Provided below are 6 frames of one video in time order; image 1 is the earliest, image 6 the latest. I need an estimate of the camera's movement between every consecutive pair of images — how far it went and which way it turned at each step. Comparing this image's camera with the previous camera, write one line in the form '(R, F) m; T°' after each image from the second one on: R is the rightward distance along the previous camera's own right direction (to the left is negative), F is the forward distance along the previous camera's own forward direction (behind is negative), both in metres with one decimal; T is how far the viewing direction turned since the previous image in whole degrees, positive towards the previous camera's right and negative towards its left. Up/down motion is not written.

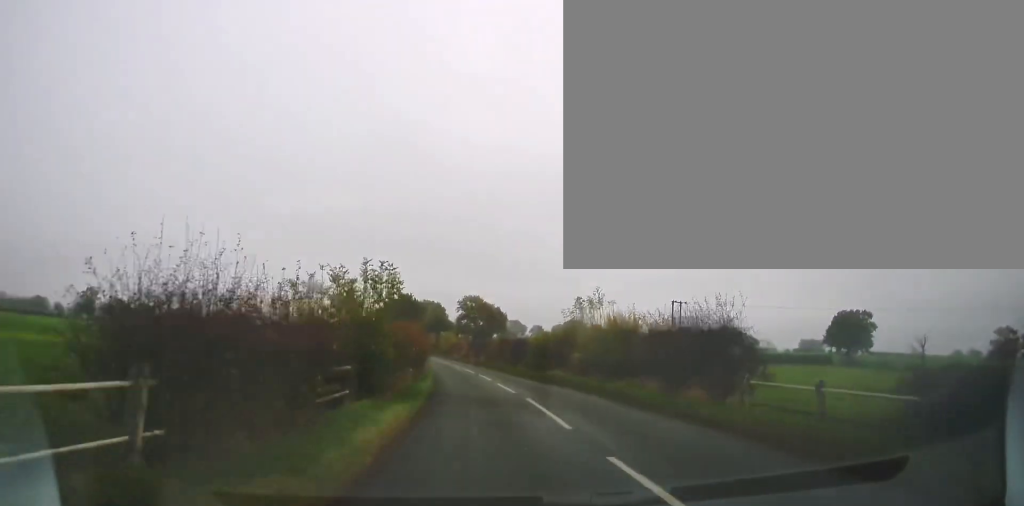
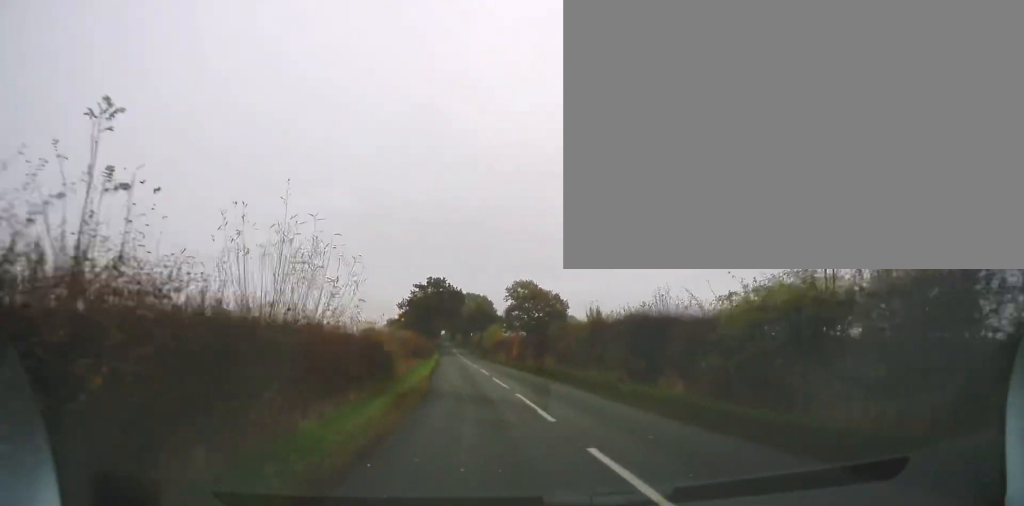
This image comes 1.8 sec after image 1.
(-0.9, +26.6) m; -6°
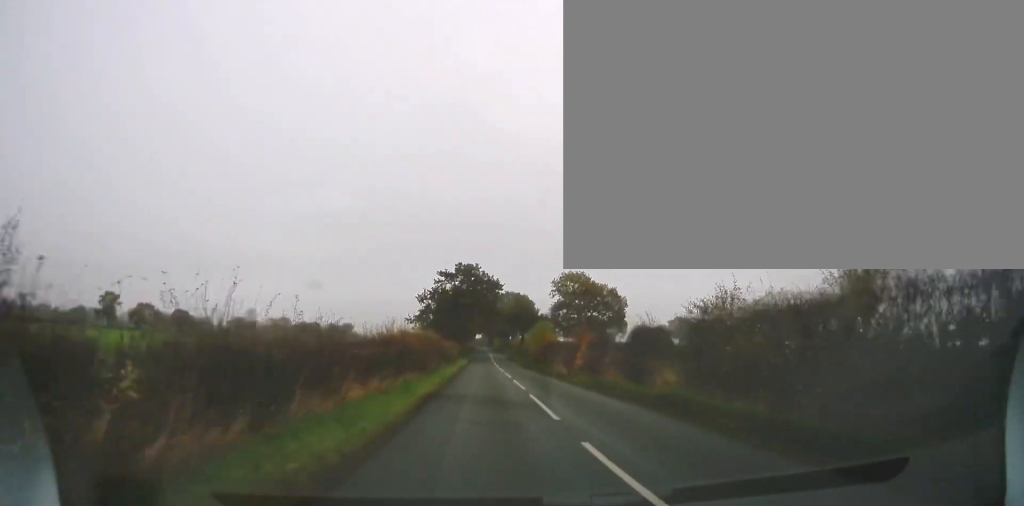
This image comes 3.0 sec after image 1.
(-0.6, +17.7) m; -4°
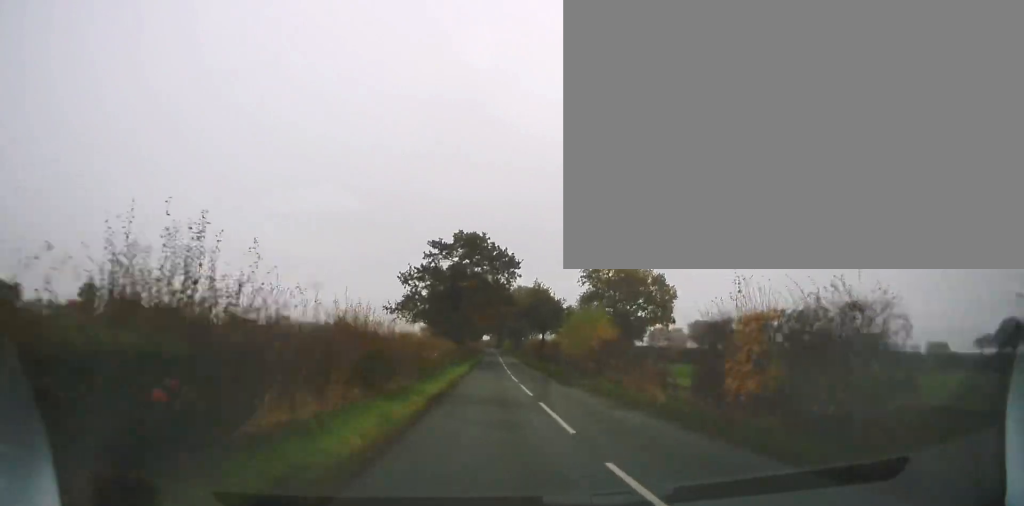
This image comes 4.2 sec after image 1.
(-0.5, +19.3) m; -1°
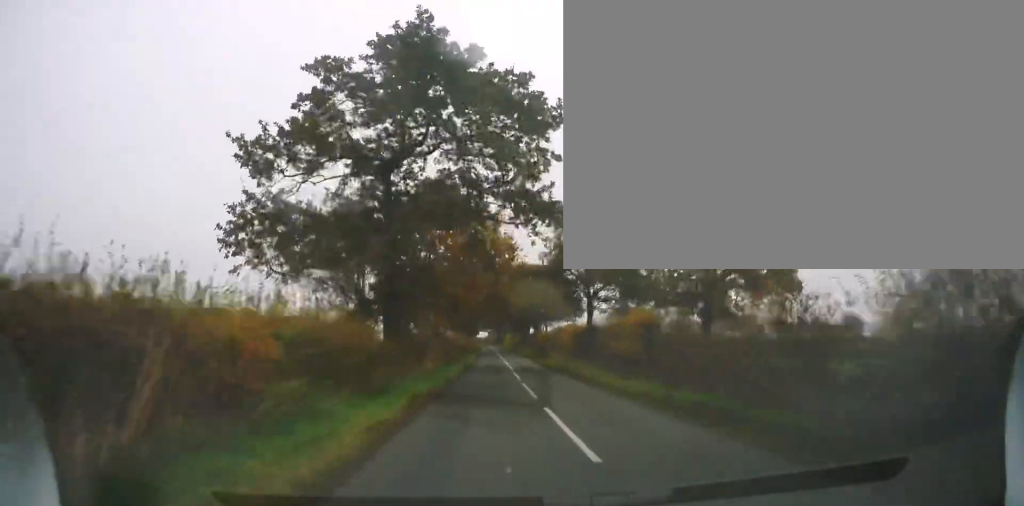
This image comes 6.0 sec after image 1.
(+0.1, +29.7) m; 0°
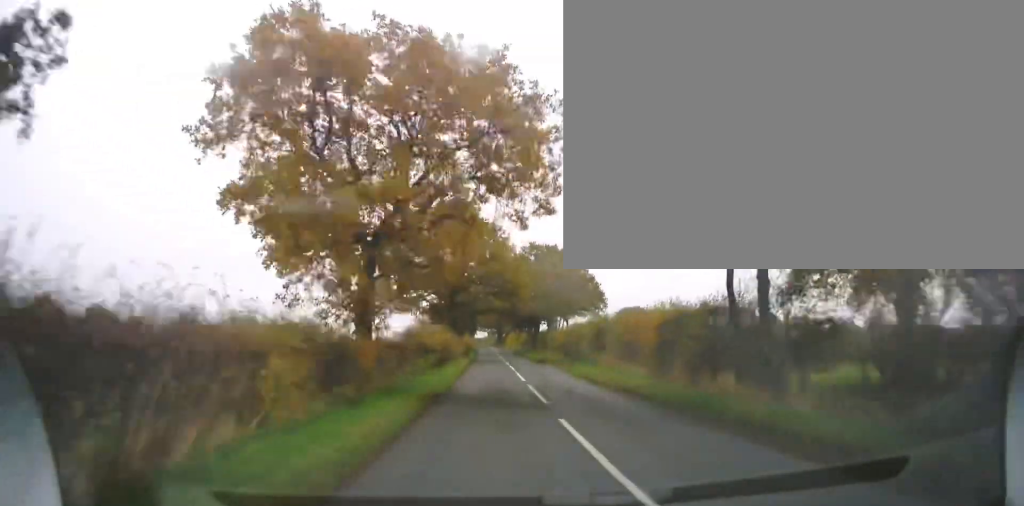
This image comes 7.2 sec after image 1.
(0.0, +20.8) m; 0°
